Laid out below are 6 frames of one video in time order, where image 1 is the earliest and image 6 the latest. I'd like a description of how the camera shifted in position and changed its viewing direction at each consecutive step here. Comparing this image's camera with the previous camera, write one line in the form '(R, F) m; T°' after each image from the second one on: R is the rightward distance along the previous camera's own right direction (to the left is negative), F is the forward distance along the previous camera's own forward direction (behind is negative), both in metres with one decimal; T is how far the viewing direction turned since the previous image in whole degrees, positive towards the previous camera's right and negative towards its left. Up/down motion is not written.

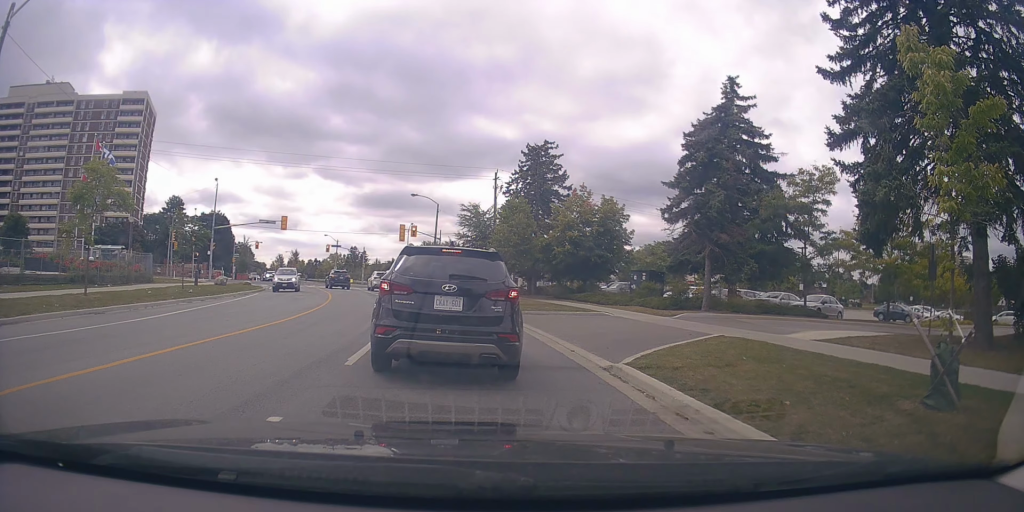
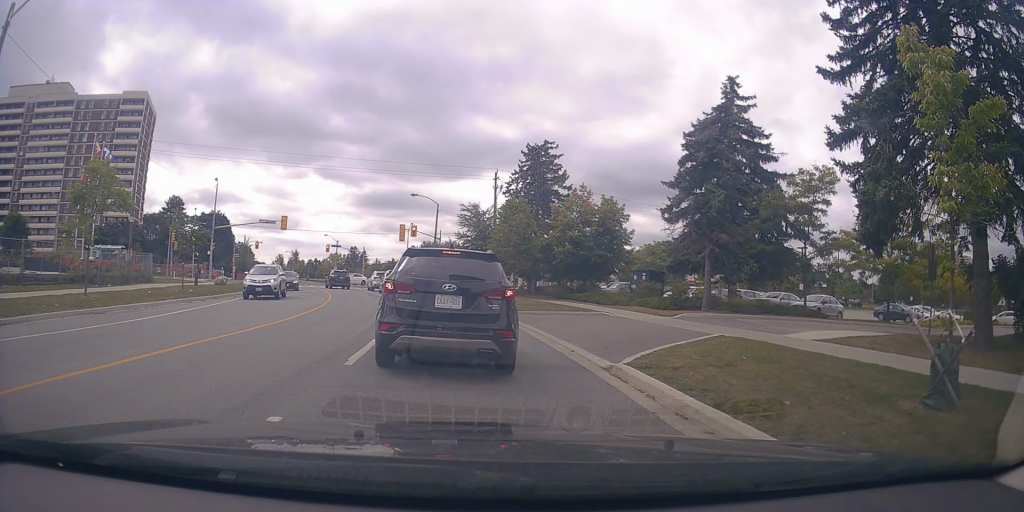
(0.0, 0.0) m; 0°
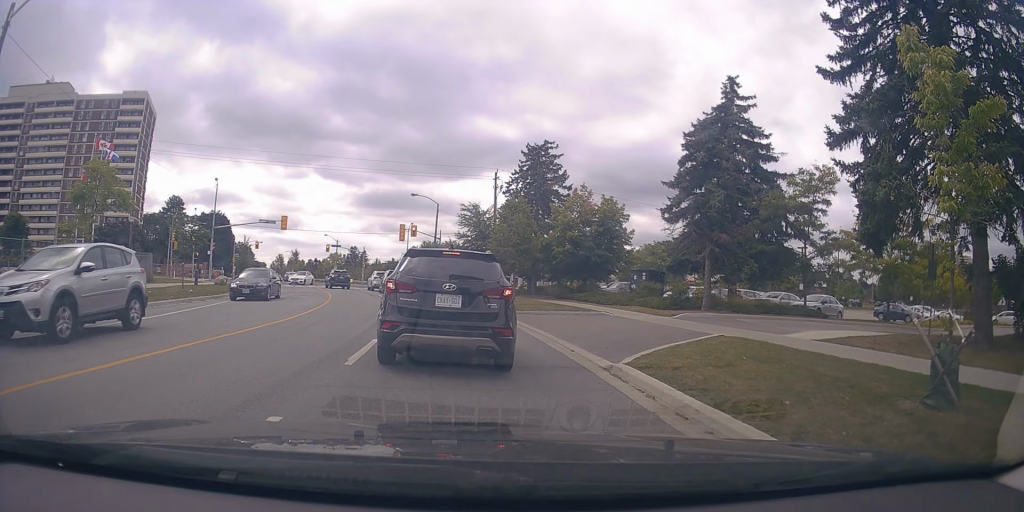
(0.0, 0.0) m; 0°
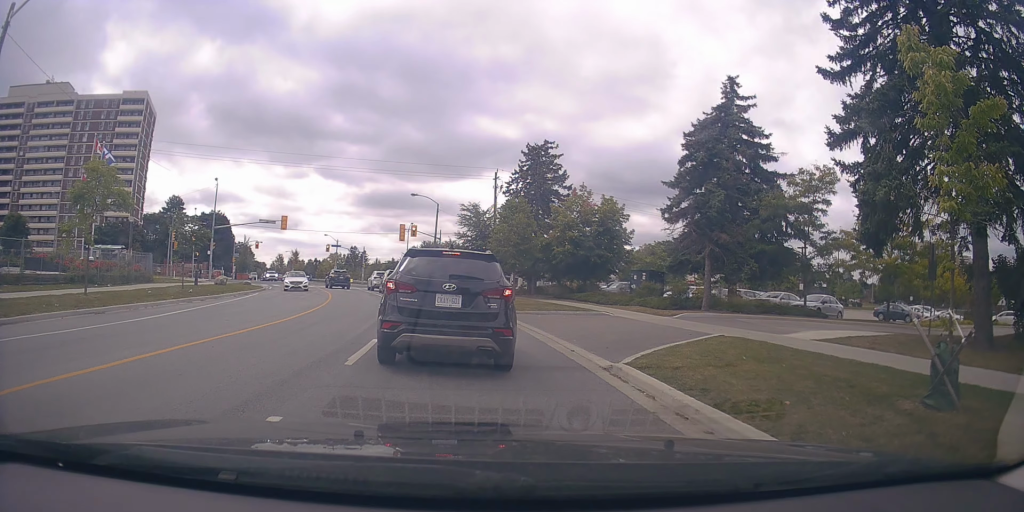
(0.0, 0.0) m; 0°
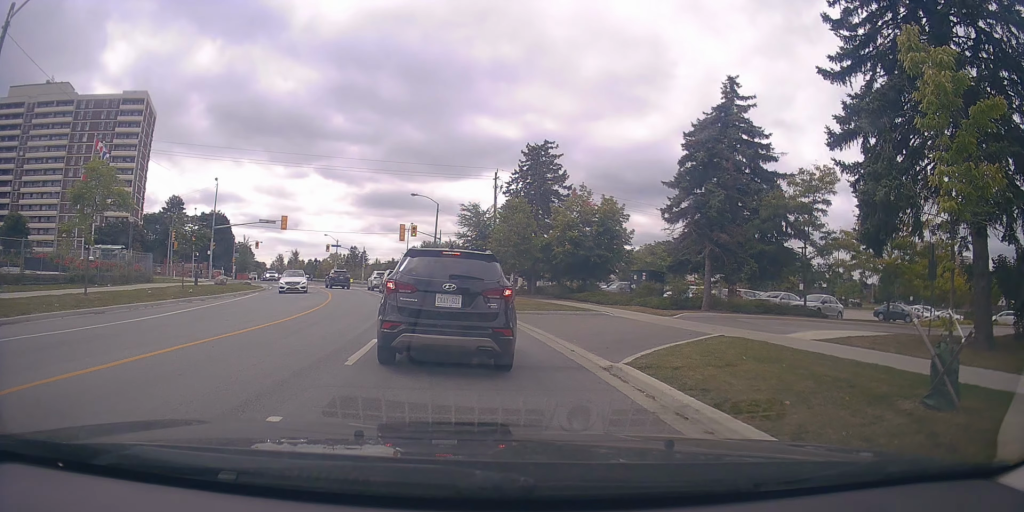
(0.0, 0.0) m; 0°
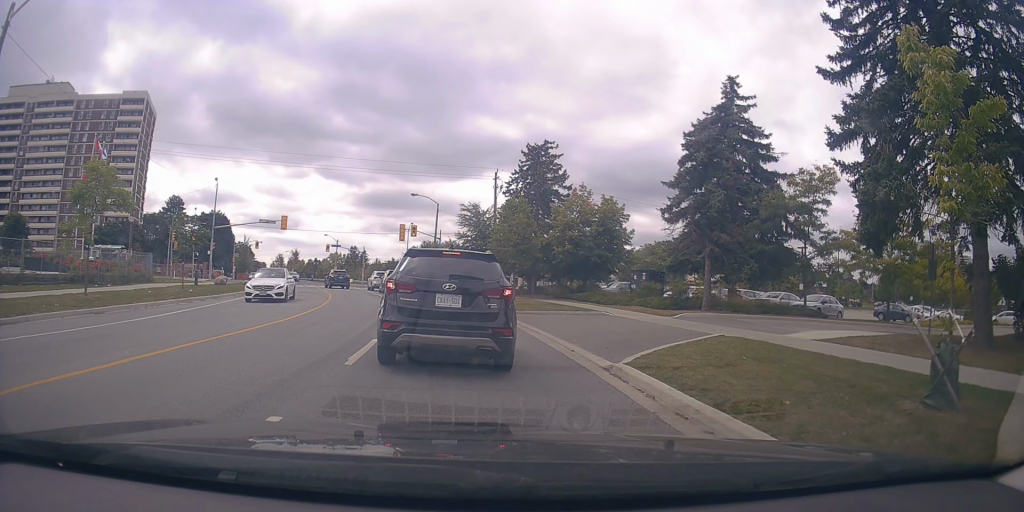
(0.0, 0.0) m; 0°
